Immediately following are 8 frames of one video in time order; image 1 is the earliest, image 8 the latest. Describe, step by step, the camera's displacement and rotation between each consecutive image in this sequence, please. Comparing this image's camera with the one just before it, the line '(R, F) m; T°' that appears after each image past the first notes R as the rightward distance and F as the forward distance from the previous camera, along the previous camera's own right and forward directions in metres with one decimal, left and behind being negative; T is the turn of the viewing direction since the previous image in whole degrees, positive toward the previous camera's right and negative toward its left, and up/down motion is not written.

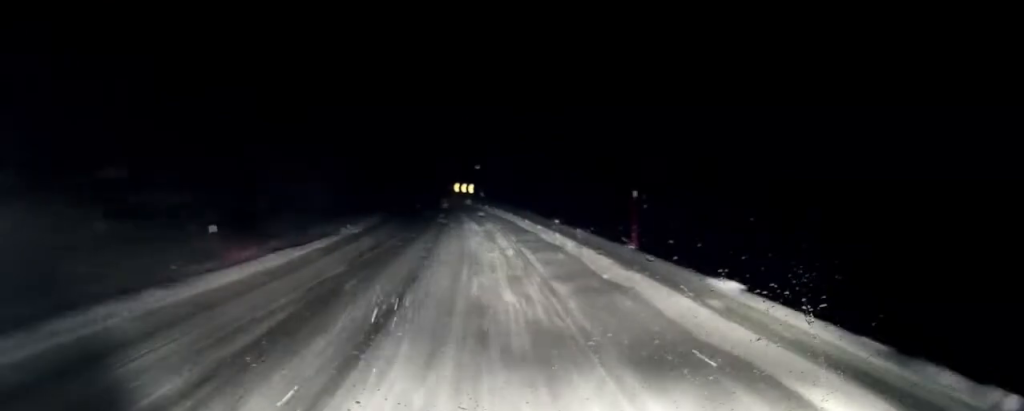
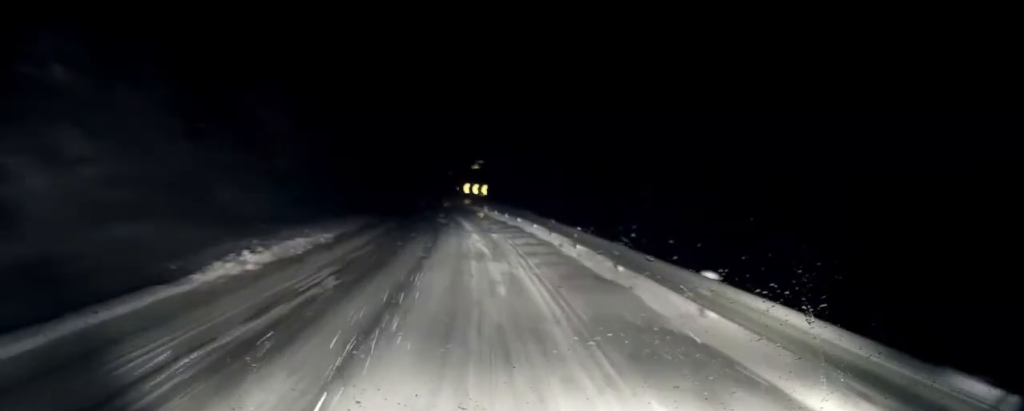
(-0.3, +11.4) m; -3°
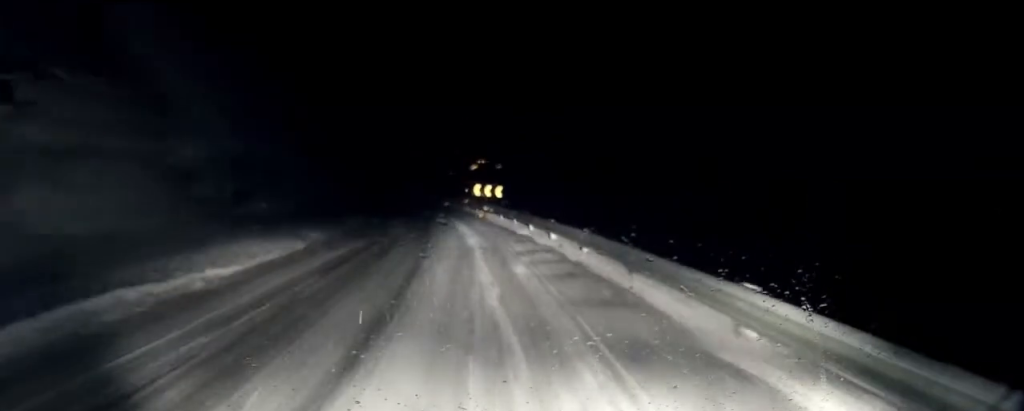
(-0.2, +9.0) m; -2°
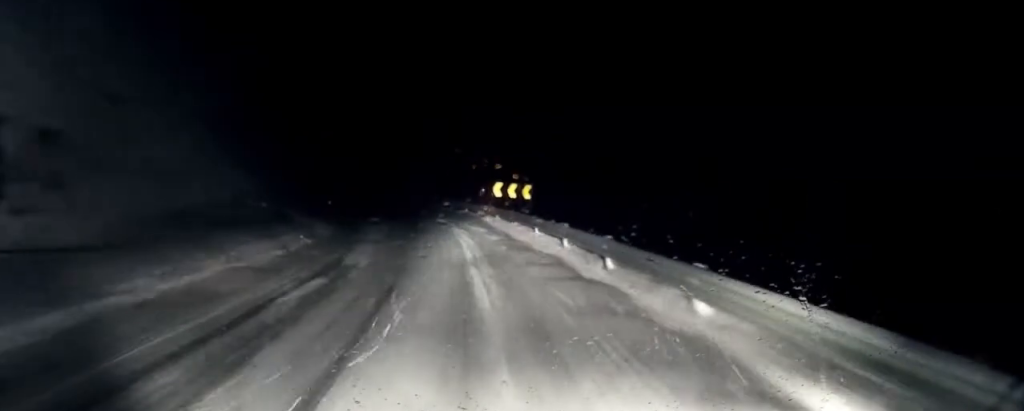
(-0.2, +11.0) m; -2°
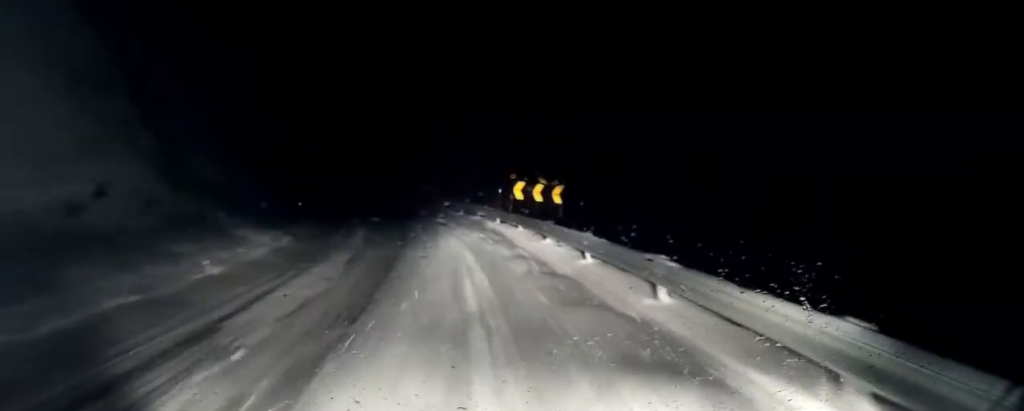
(-0.1, +7.1) m; -2°
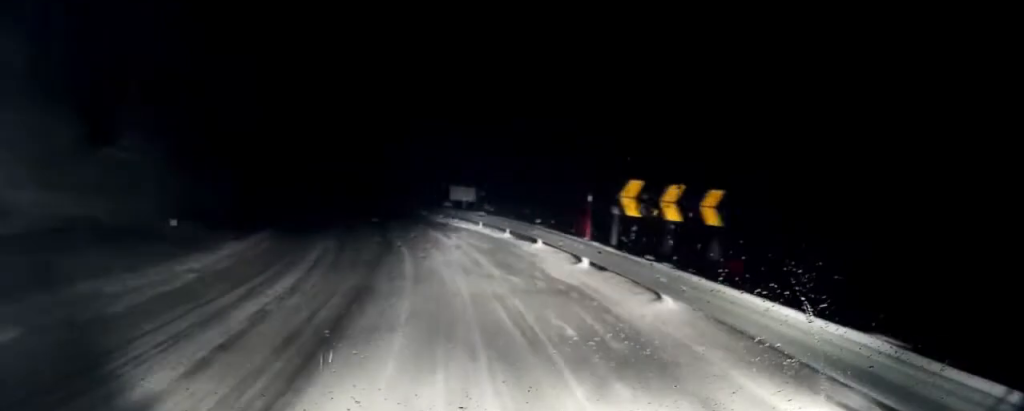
(-0.3, +12.4) m; -5°
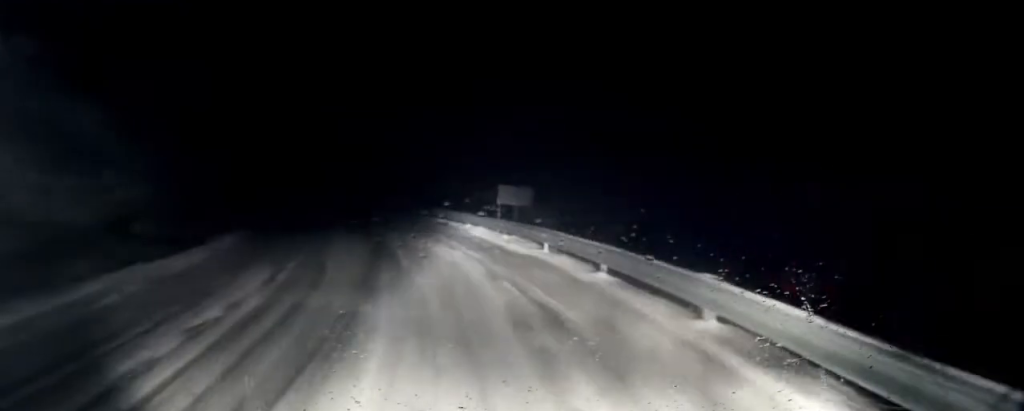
(-0.6, +9.0) m; -6°
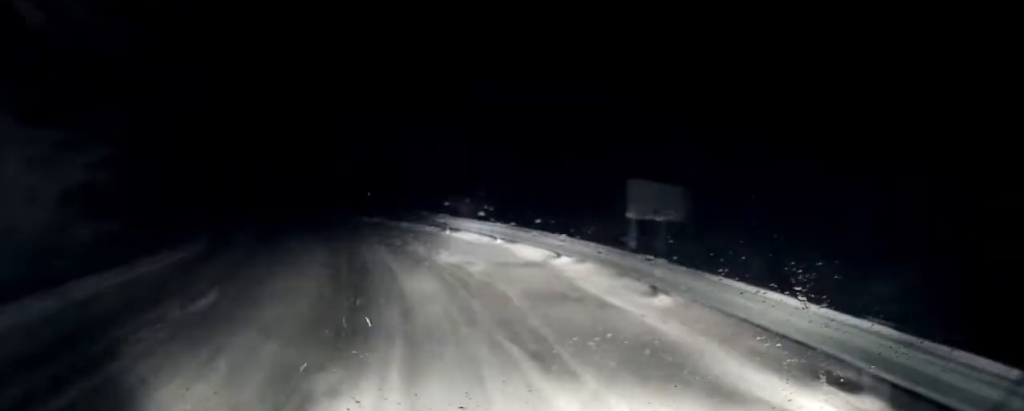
(-0.6, +10.7) m; -5°
